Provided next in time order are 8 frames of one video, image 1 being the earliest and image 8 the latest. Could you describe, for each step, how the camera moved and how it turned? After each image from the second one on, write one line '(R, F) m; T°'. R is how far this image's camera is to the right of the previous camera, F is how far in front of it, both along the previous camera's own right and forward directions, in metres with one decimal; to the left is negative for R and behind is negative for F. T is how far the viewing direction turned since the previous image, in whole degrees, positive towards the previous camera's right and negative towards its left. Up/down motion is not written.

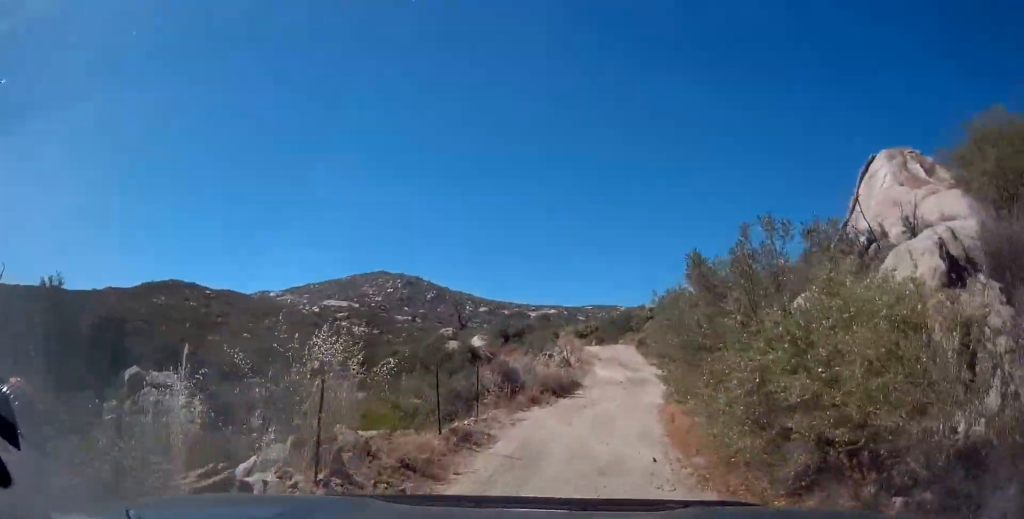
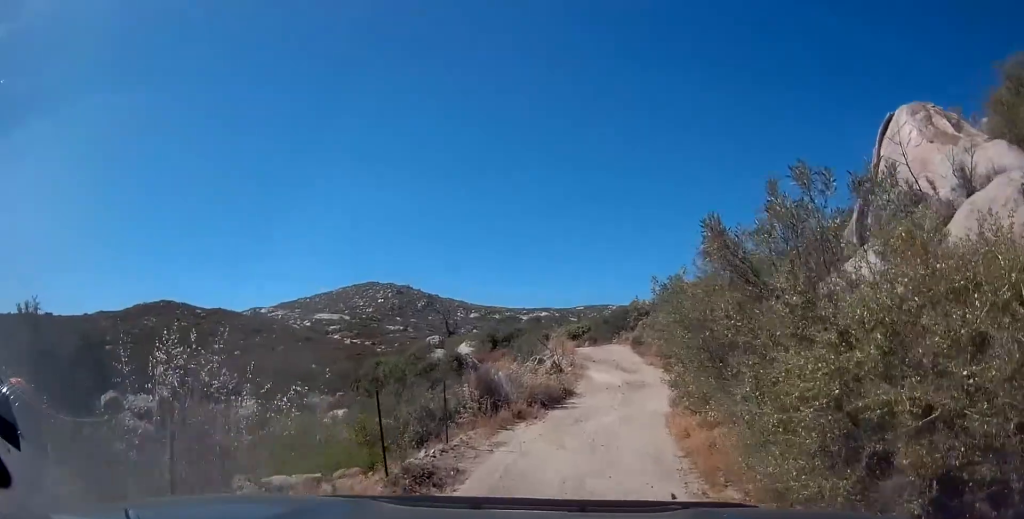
(-0.1, +2.3) m; +2°
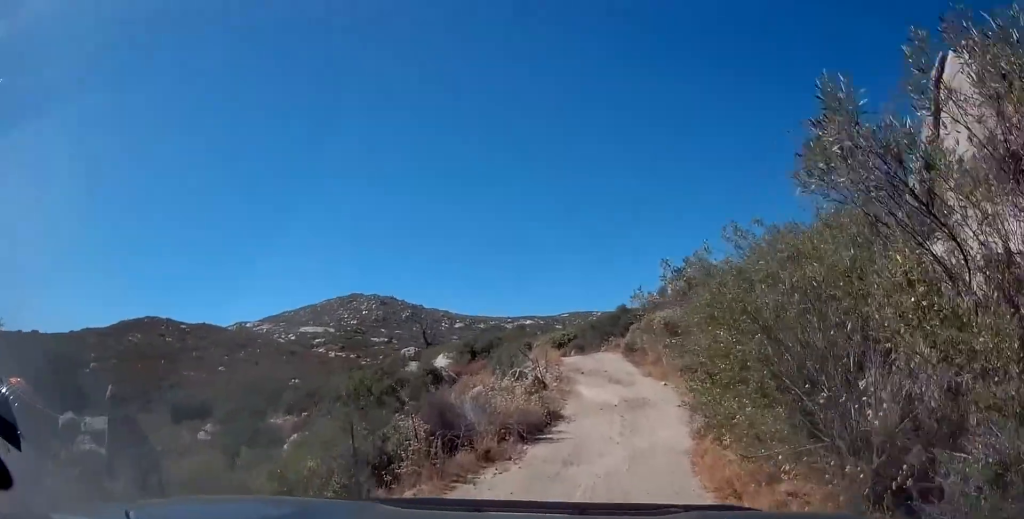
(+0.4, +3.7) m; +6°
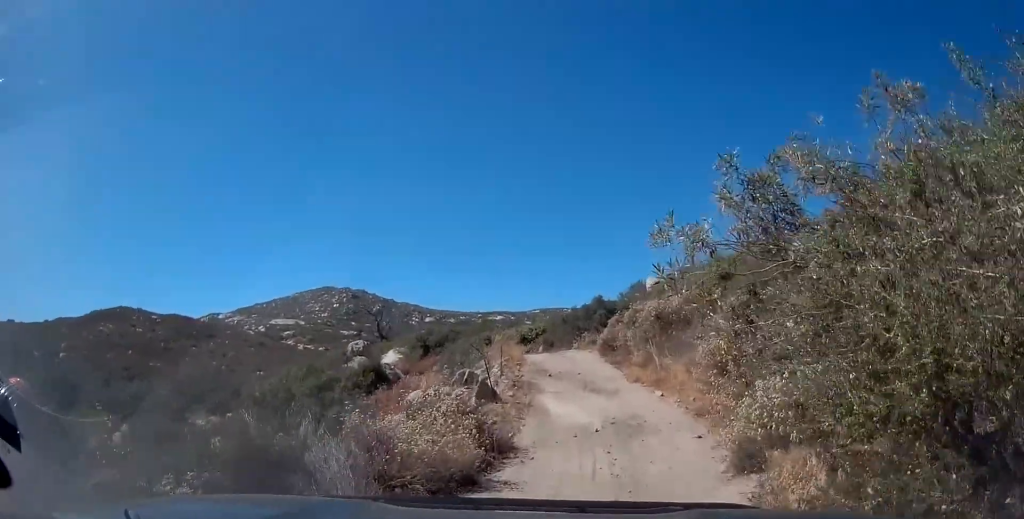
(+0.3, +5.4) m; +8°
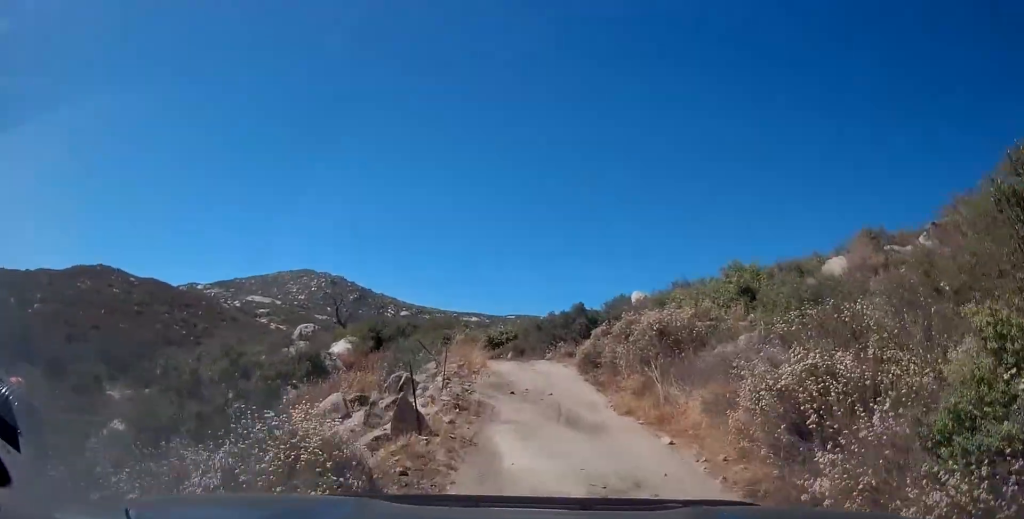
(+0.4, +3.7) m; 0°
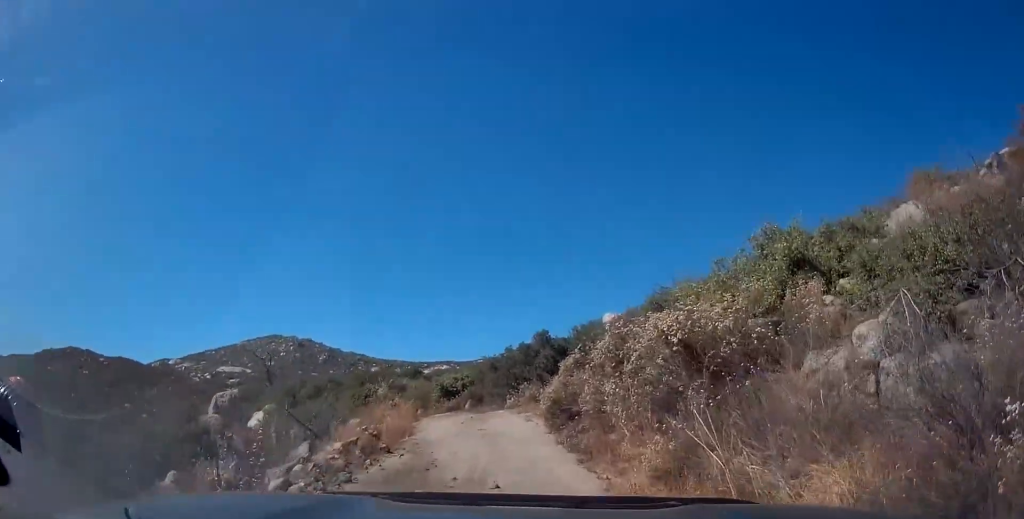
(-0.3, +5.3) m; -1°
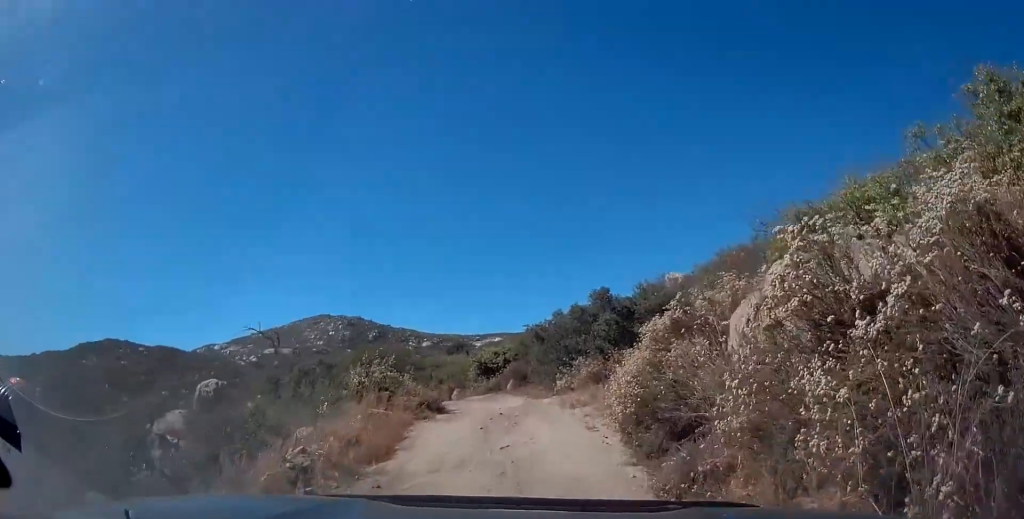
(-0.2, +6.2) m; -6°
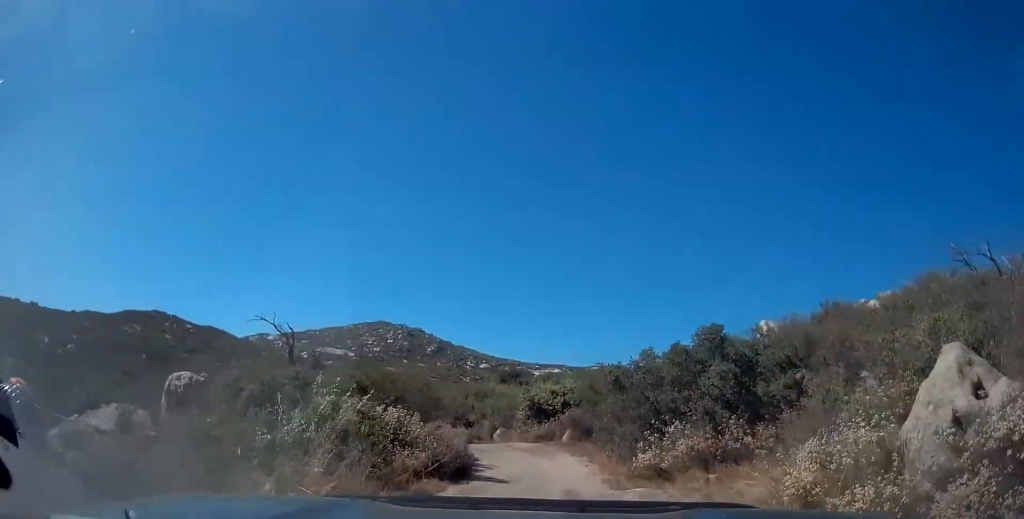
(-0.4, +6.2) m; -8°
